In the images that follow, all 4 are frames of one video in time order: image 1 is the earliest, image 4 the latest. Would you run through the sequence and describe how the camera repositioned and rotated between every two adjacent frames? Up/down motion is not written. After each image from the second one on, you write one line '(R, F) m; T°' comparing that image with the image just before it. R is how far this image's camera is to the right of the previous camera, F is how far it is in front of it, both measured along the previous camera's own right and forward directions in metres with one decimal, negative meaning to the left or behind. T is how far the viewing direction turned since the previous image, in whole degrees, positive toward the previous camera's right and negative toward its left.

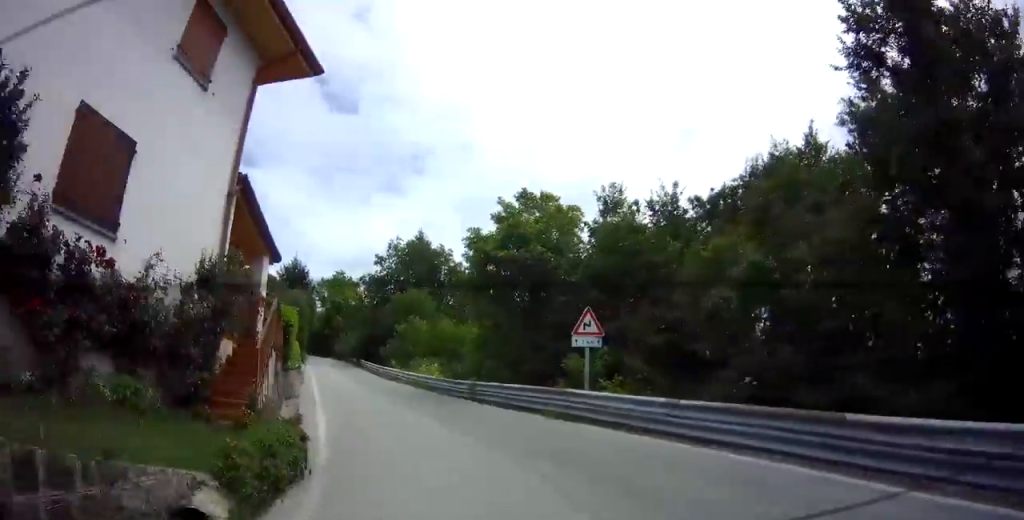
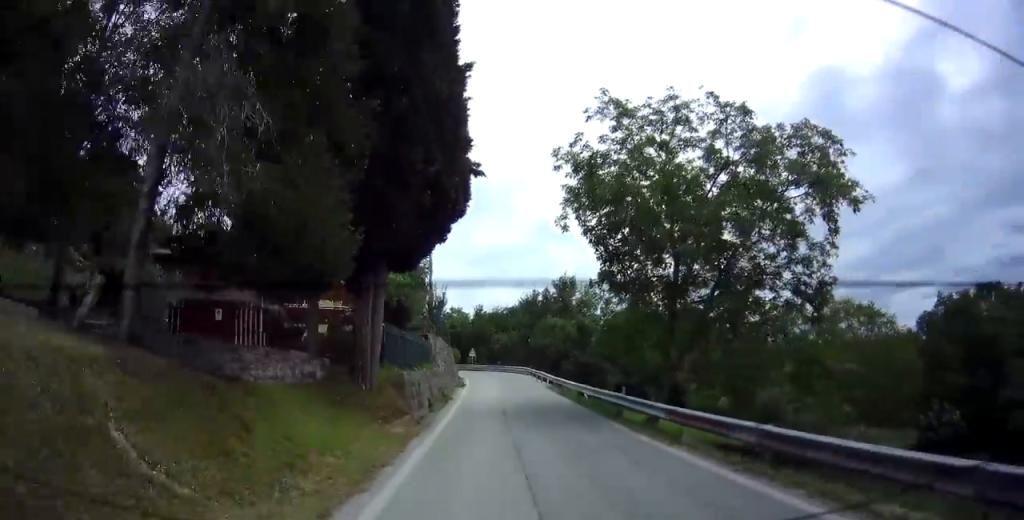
(+7.3, +52.6) m; +12°
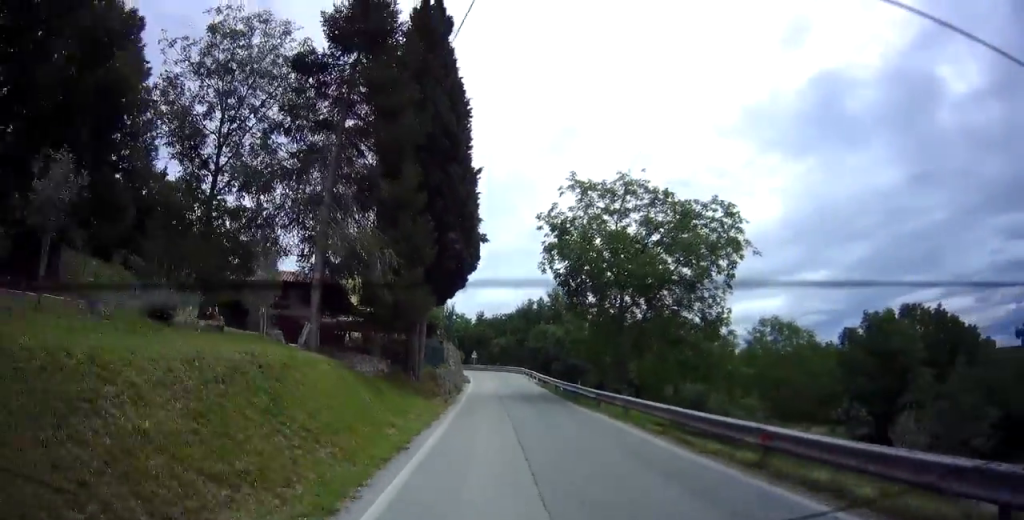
(+0.1, +8.5) m; +1°
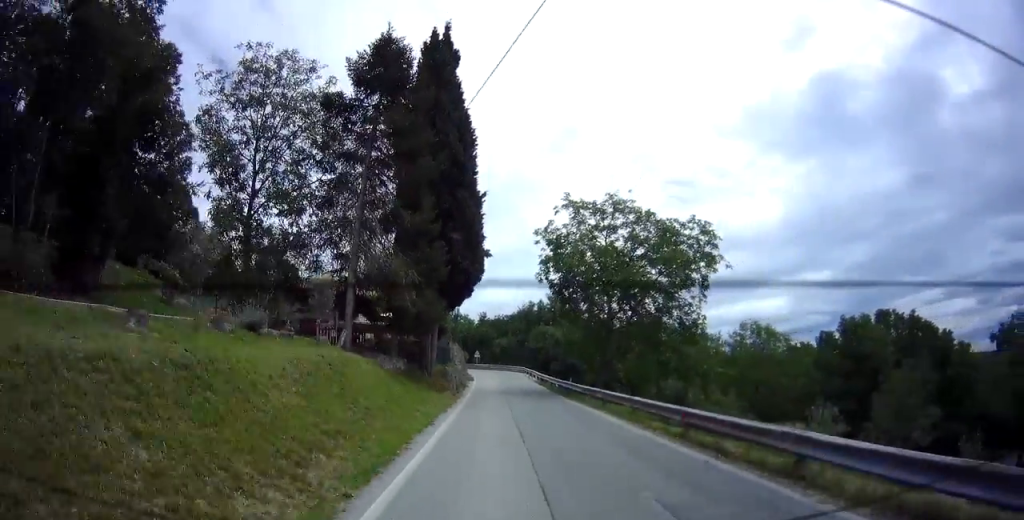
(0.0, +3.3) m; 0°
